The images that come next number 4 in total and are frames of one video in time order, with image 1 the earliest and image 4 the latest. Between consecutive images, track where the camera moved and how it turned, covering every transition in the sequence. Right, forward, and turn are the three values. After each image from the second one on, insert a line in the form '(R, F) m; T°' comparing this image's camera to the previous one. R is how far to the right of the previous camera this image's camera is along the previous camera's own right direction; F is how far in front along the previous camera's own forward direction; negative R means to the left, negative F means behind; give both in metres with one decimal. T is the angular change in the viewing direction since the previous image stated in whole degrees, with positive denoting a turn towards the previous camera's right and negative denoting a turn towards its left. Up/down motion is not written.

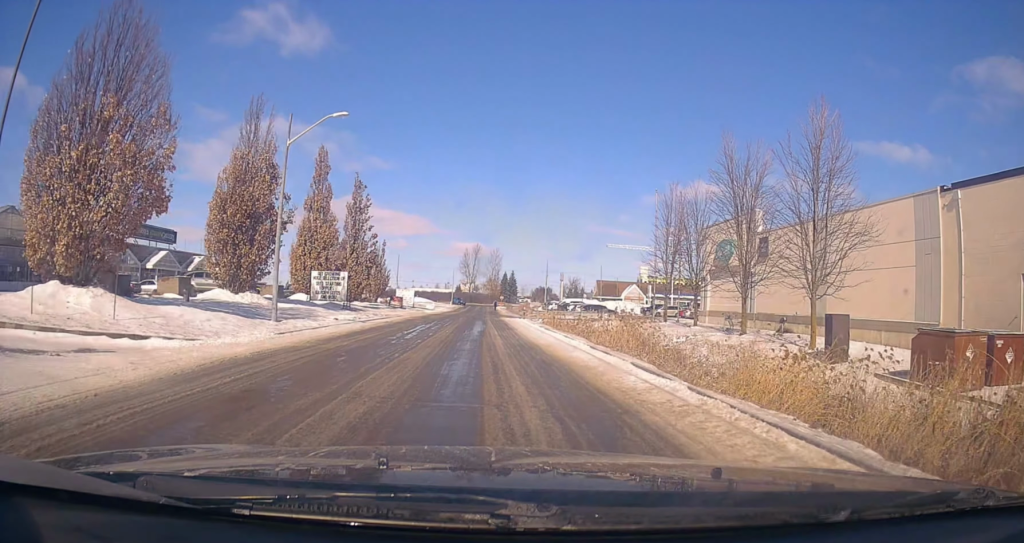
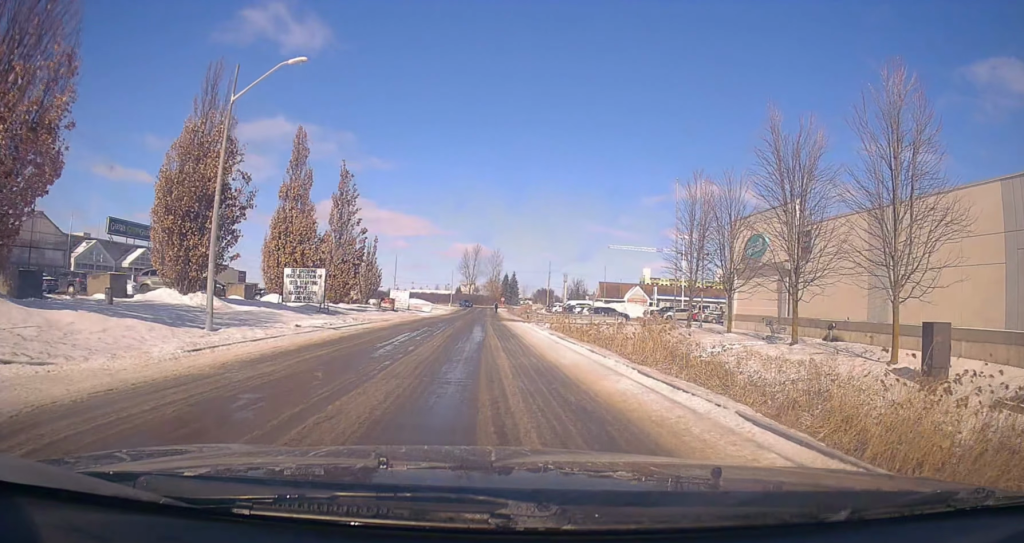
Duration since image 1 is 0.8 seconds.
(-0.3, +5.4) m; -1°
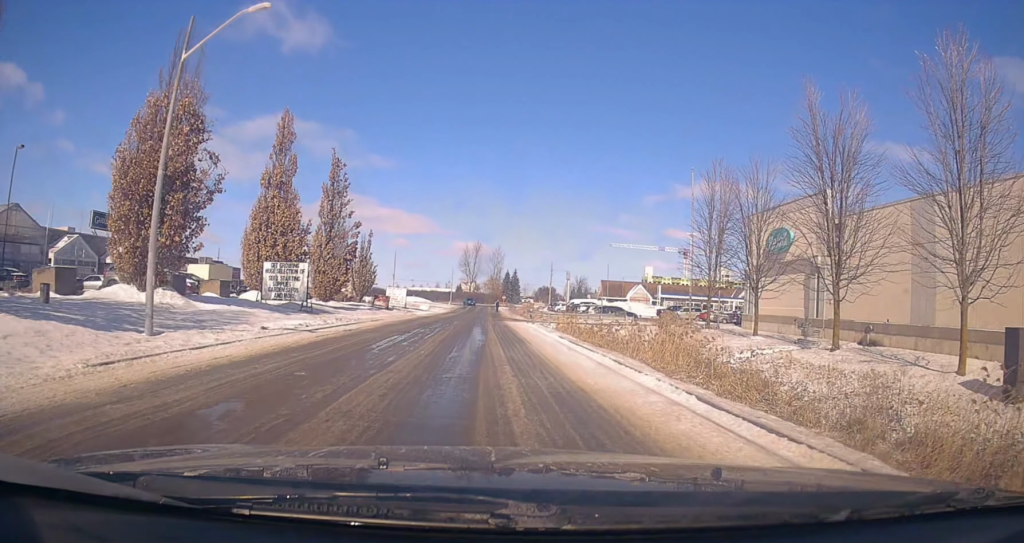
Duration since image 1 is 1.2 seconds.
(0.0, +3.4) m; -1°
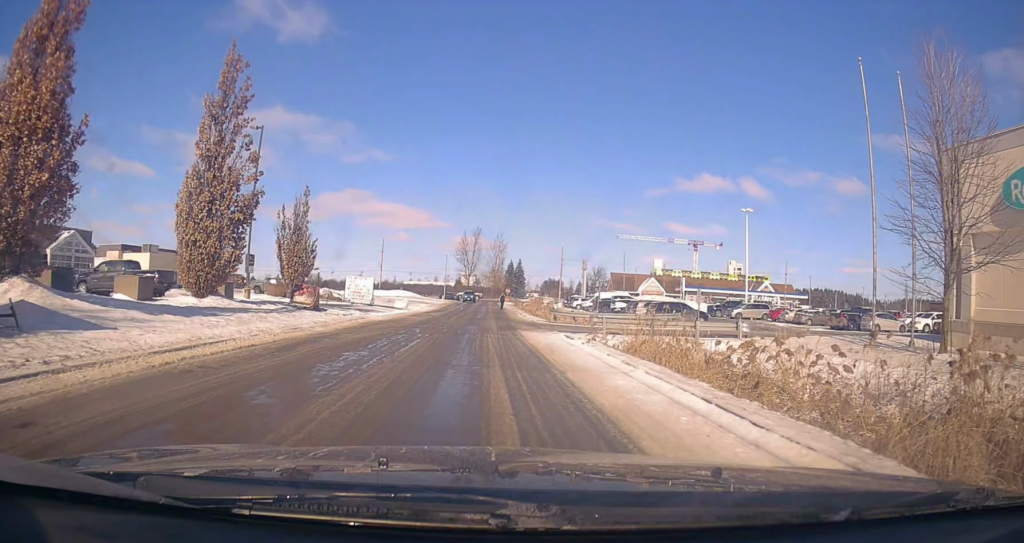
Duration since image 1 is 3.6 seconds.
(+0.1, +20.6) m; +1°
